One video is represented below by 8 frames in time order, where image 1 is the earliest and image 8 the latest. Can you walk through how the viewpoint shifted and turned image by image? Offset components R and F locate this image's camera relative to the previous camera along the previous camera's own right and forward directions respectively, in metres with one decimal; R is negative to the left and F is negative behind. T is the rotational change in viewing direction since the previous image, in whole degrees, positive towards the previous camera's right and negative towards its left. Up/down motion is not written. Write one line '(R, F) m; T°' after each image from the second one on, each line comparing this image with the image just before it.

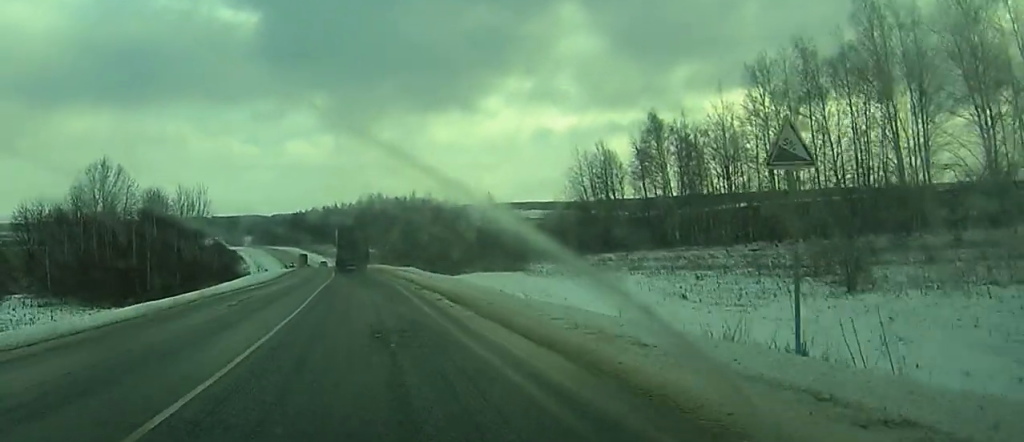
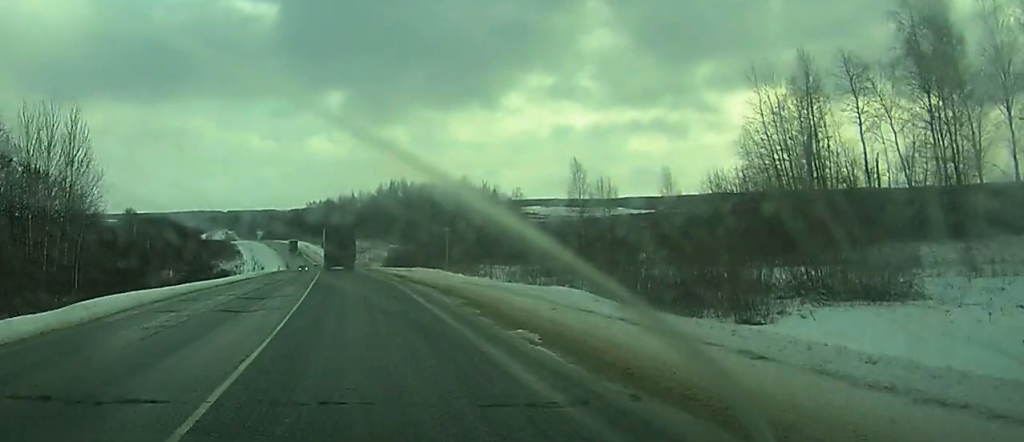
(-2.4, +60.7) m; -4°
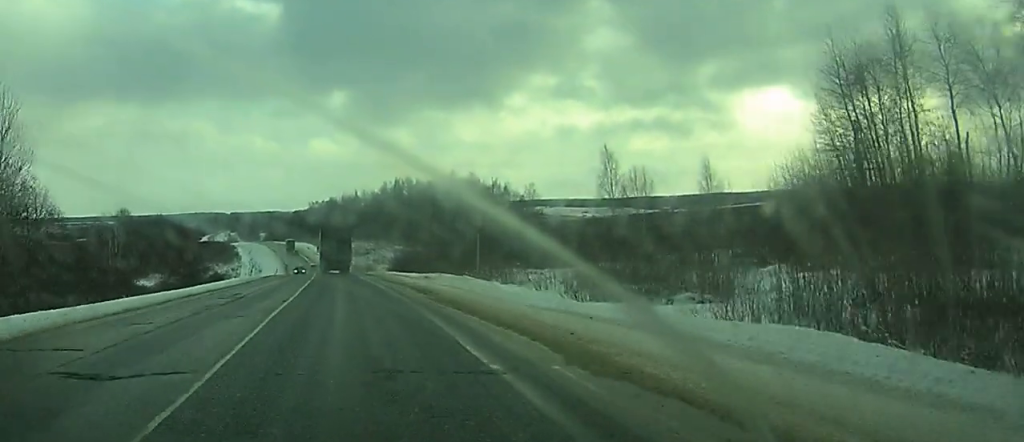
(0.0, +14.4) m; 0°
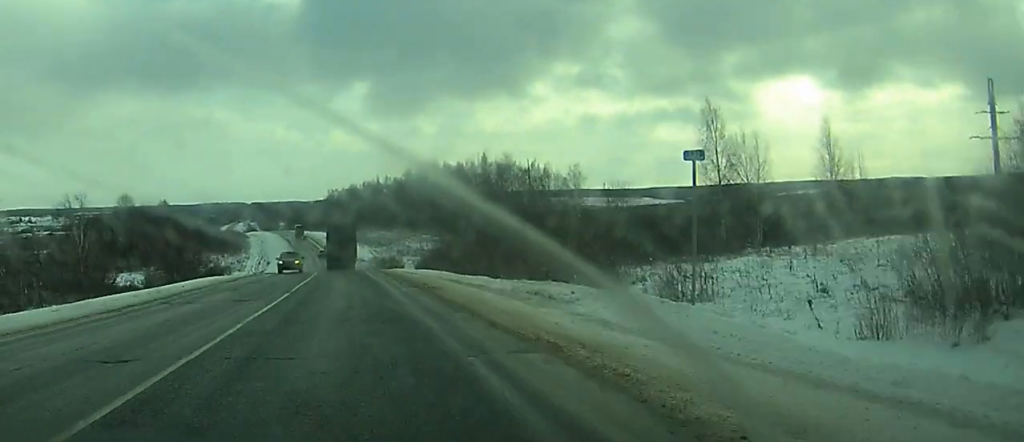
(-0.3, +27.2) m; -2°
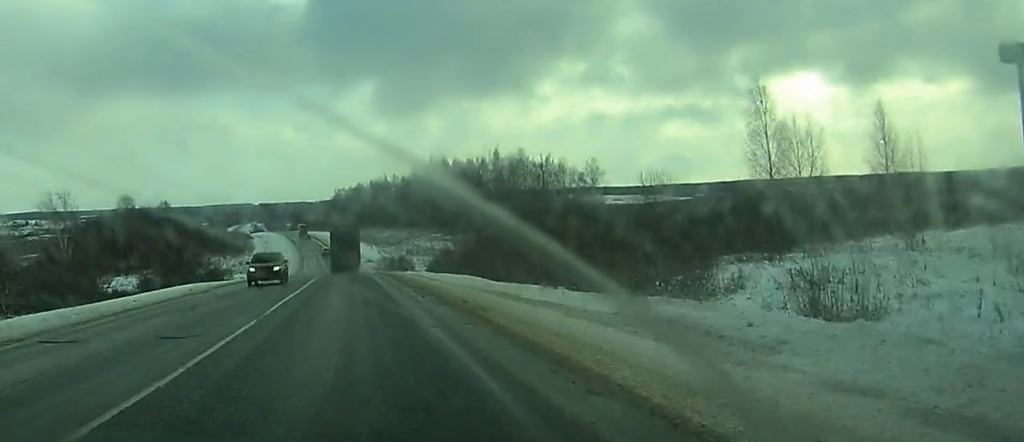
(-0.2, +9.3) m; -1°
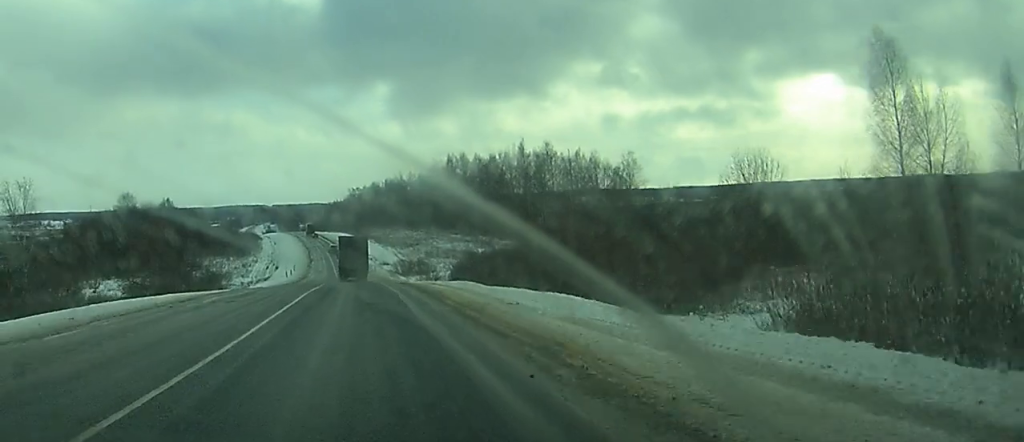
(-0.2, +17.4) m; 0°
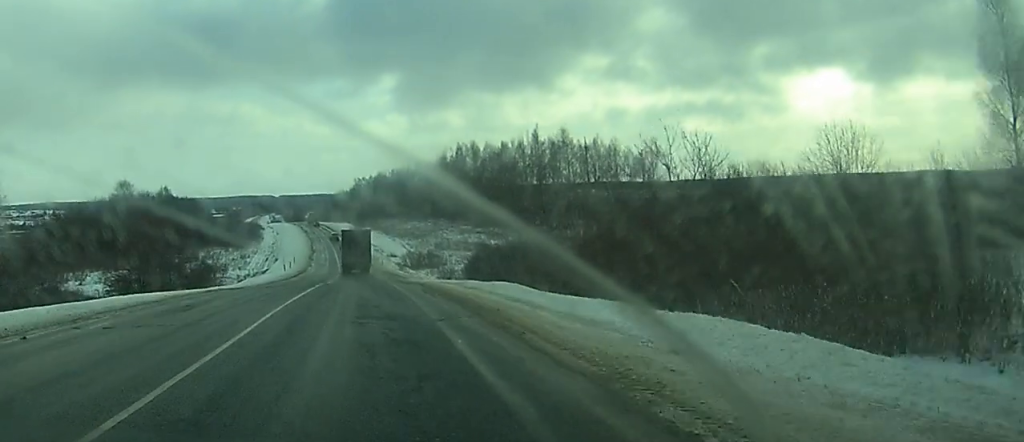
(-0.1, +11.0) m; 0°
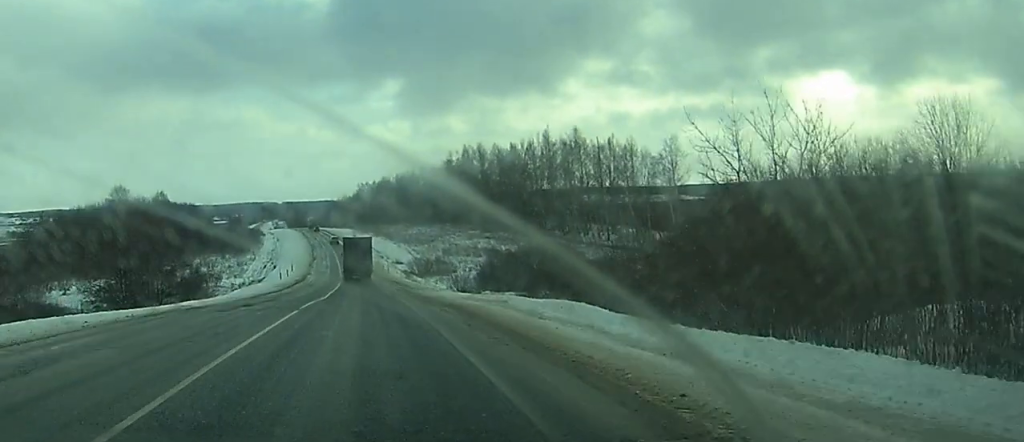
(+0.1, +9.9) m; 0°
